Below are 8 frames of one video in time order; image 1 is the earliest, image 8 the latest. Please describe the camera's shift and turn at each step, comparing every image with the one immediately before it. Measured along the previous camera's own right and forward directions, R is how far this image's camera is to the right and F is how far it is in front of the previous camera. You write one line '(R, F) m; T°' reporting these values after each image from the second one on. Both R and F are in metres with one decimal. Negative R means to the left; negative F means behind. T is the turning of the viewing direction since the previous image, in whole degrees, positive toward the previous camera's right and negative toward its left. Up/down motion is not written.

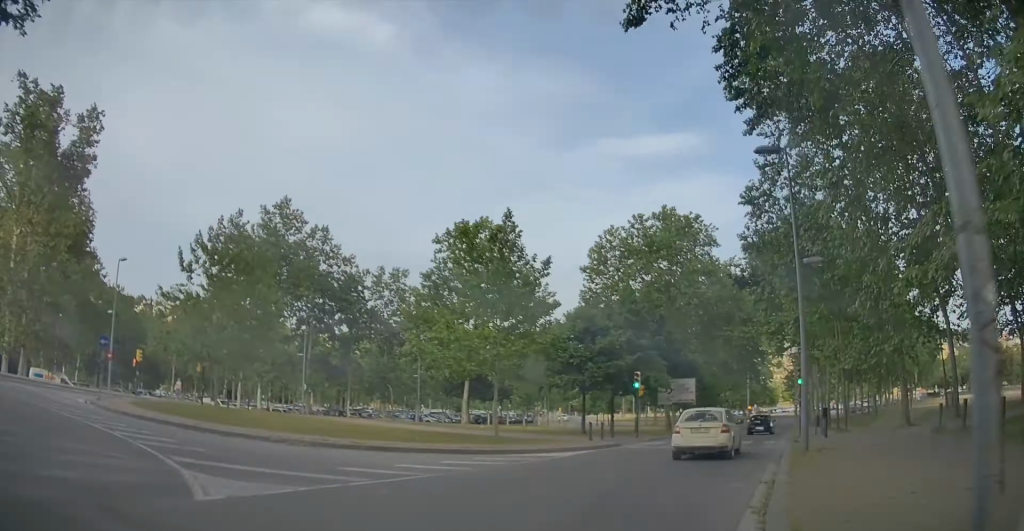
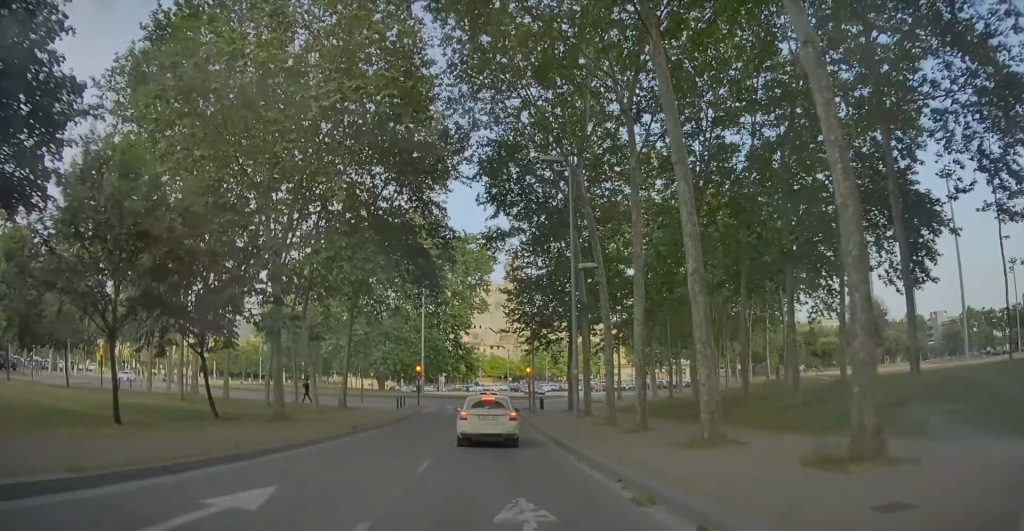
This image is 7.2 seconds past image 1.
(+9.3, +53.4) m; +10°
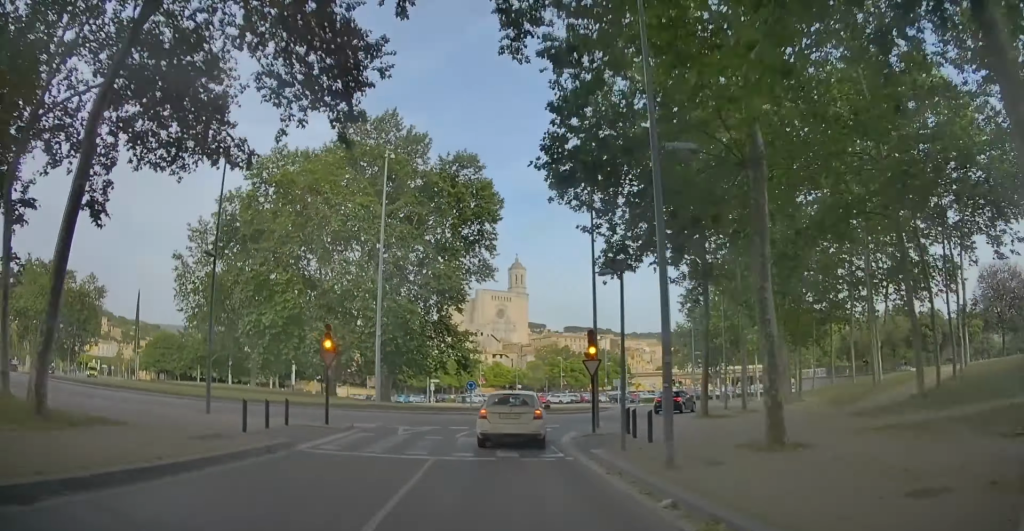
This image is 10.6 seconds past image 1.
(+3.9, +24.9) m; -4°
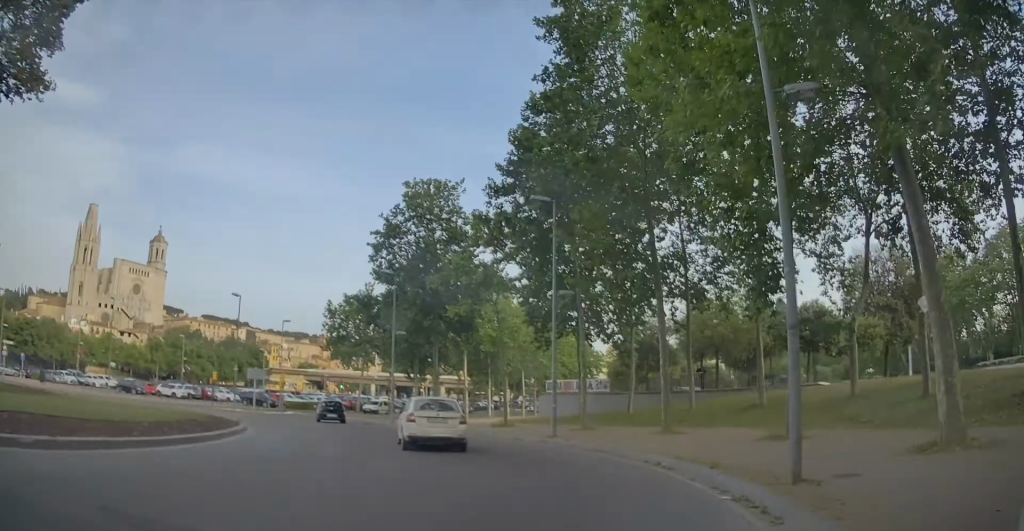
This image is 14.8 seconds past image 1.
(0.0, +28.7) m; -12°
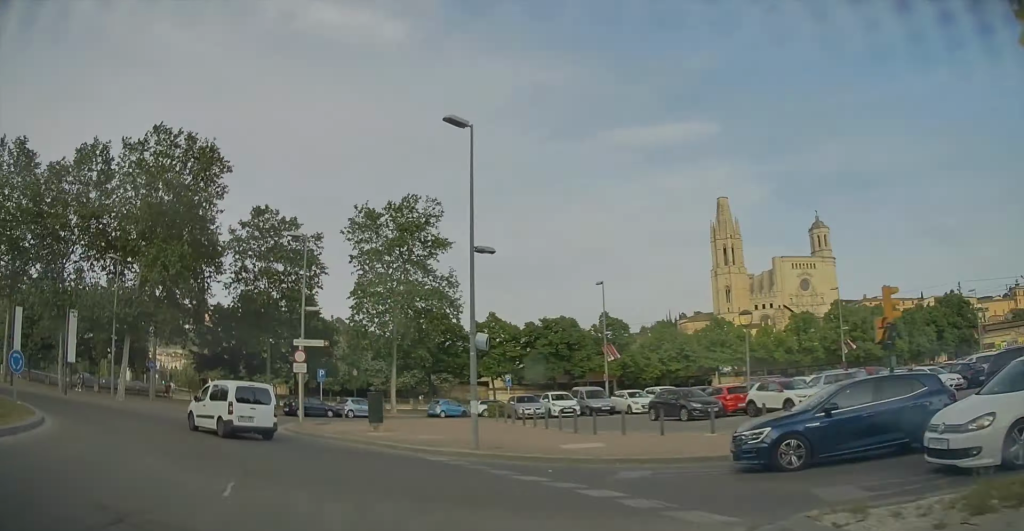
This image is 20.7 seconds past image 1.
(-5.5, +41.1) m; -33°
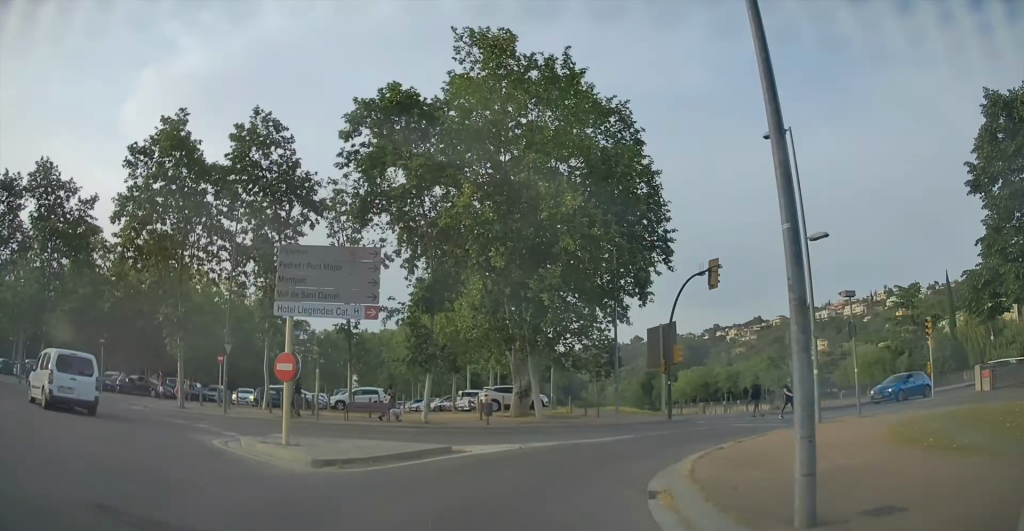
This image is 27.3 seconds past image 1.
(-20.1, +34.8) m; -8°
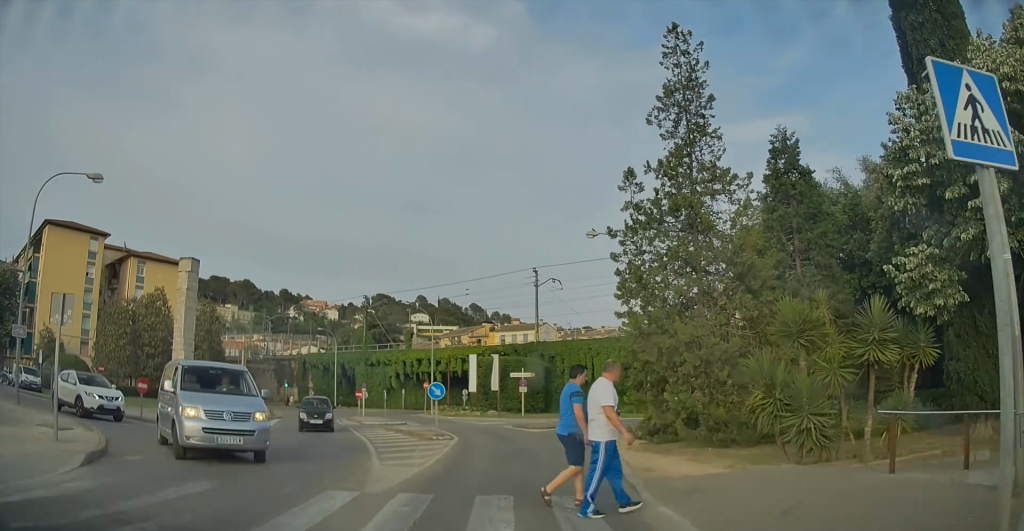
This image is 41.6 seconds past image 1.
(+28.0, +75.8) m; +50°
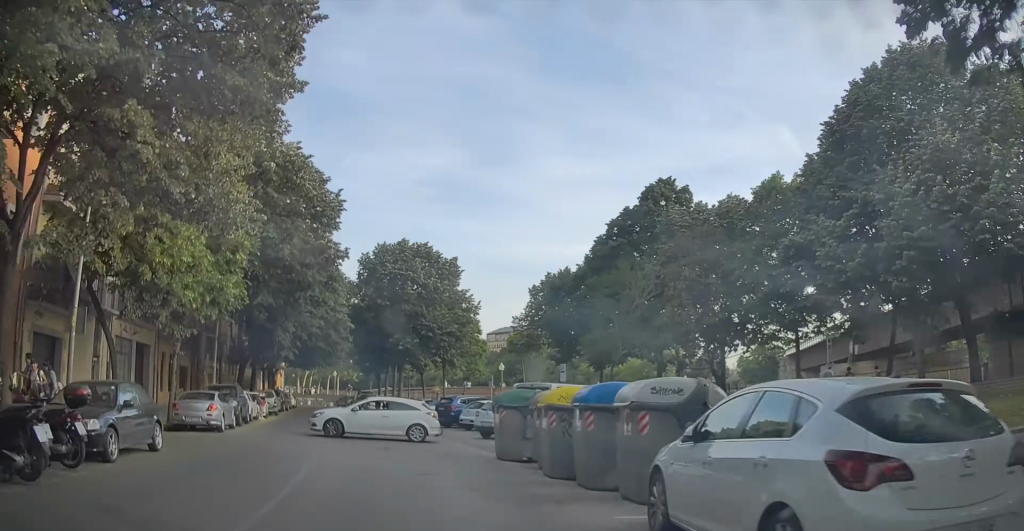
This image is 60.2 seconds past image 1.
(+59.5, +48.9) m; +74°
